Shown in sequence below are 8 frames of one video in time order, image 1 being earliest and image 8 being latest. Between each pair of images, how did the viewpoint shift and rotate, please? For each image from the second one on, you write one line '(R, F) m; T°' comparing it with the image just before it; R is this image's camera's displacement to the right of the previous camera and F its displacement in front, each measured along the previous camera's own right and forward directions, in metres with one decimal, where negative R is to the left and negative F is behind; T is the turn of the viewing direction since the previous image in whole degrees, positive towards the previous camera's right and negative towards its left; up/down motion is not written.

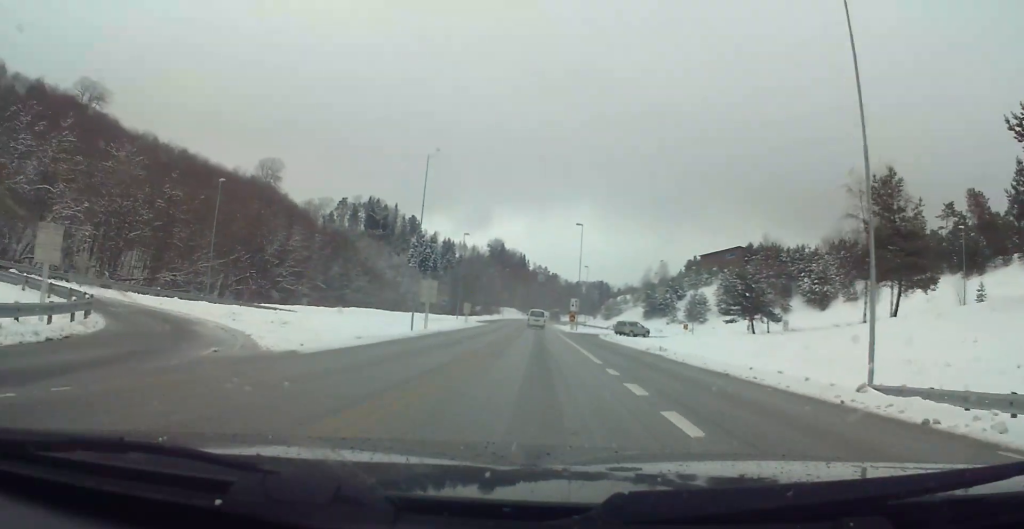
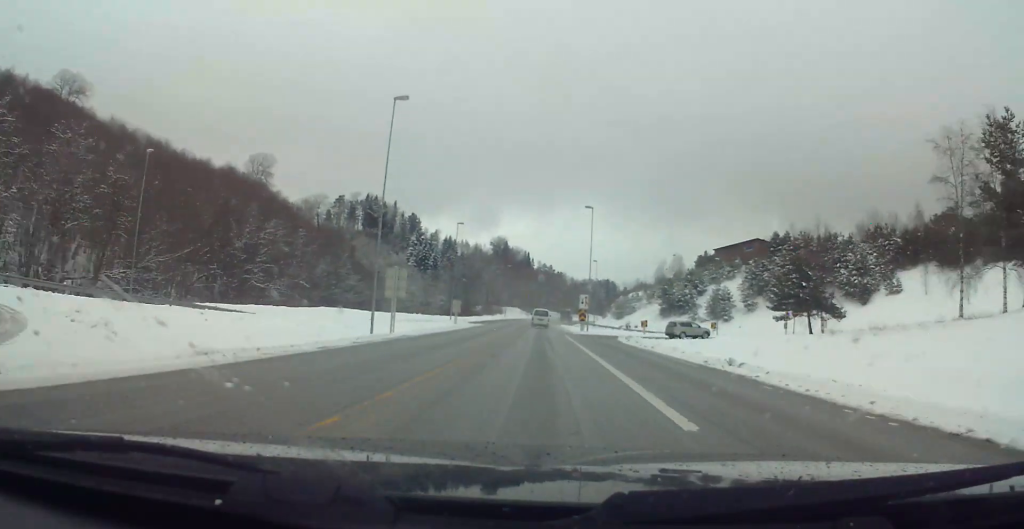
(0.0, +11.4) m; 0°
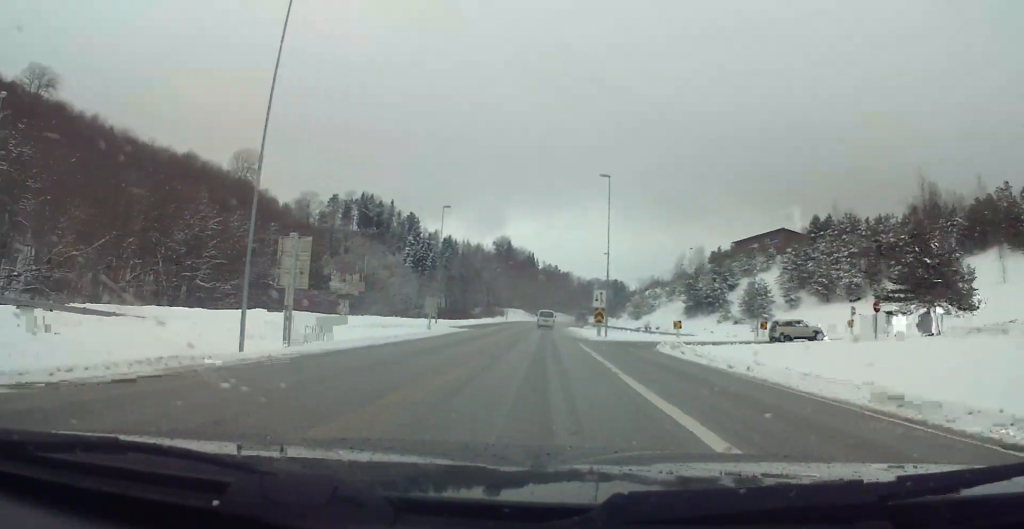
(0.0, +15.1) m; 0°
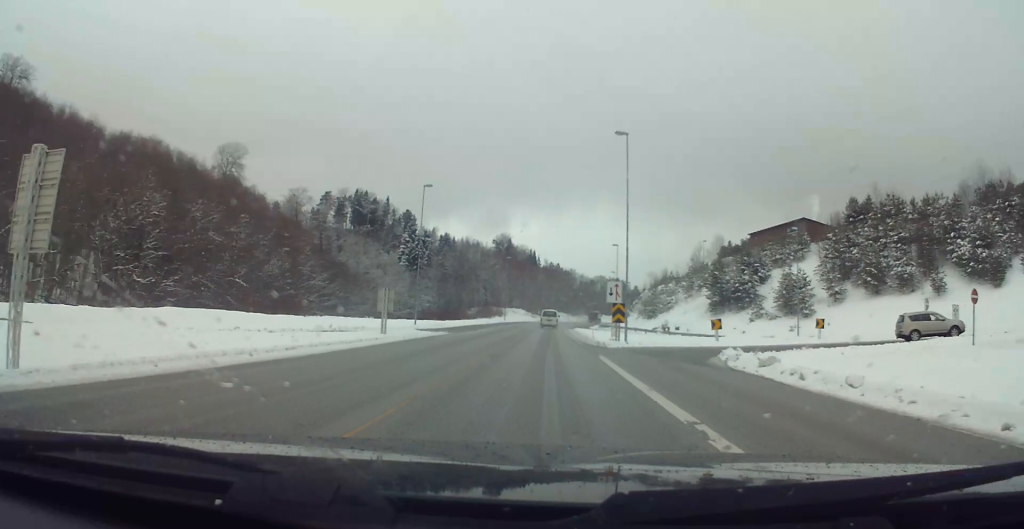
(0.0, +11.7) m; 0°
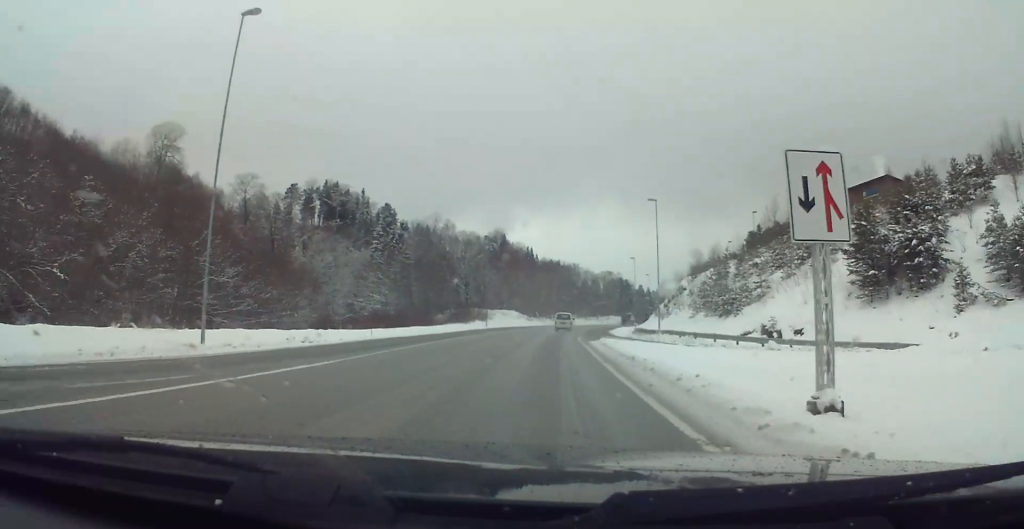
(0.0, +36.3) m; 0°
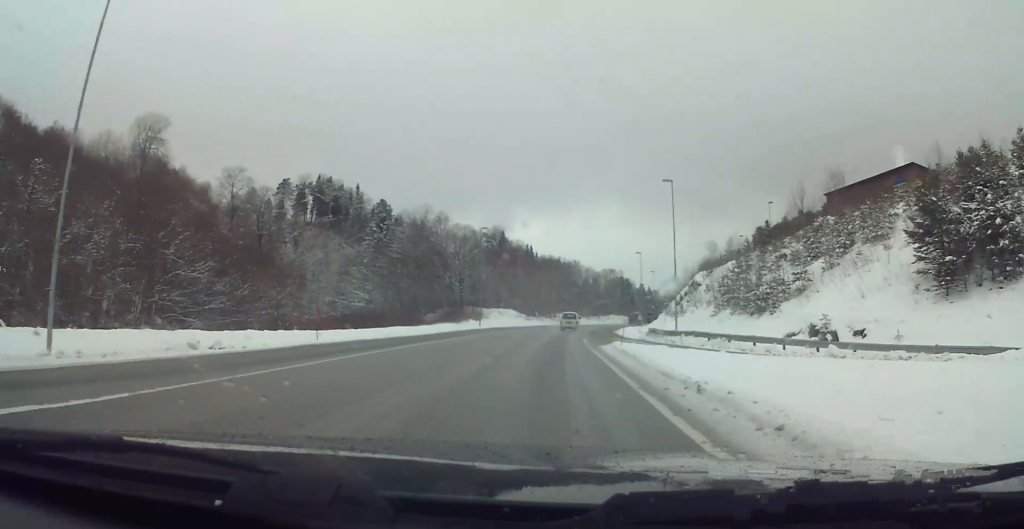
(0.0, +8.0) m; 0°
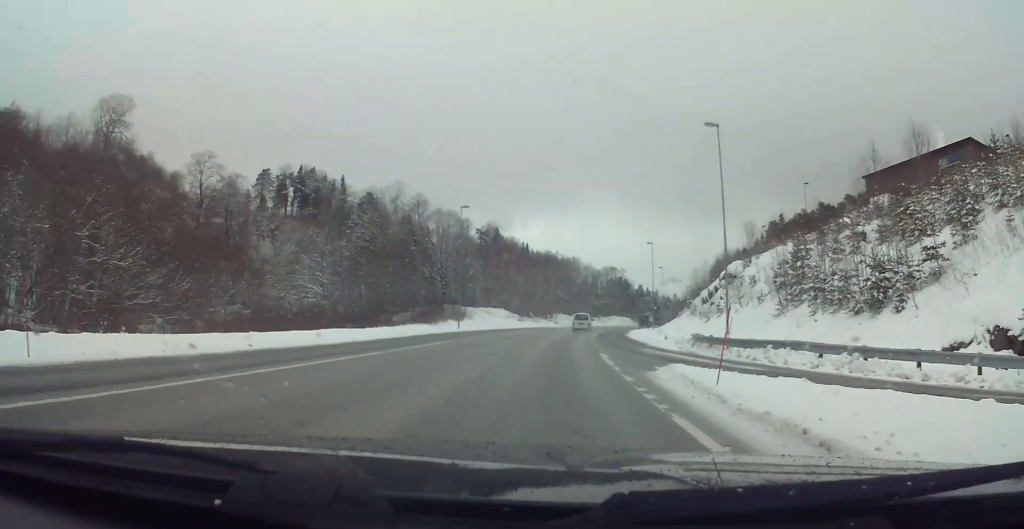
(0.0, +15.5) m; 0°
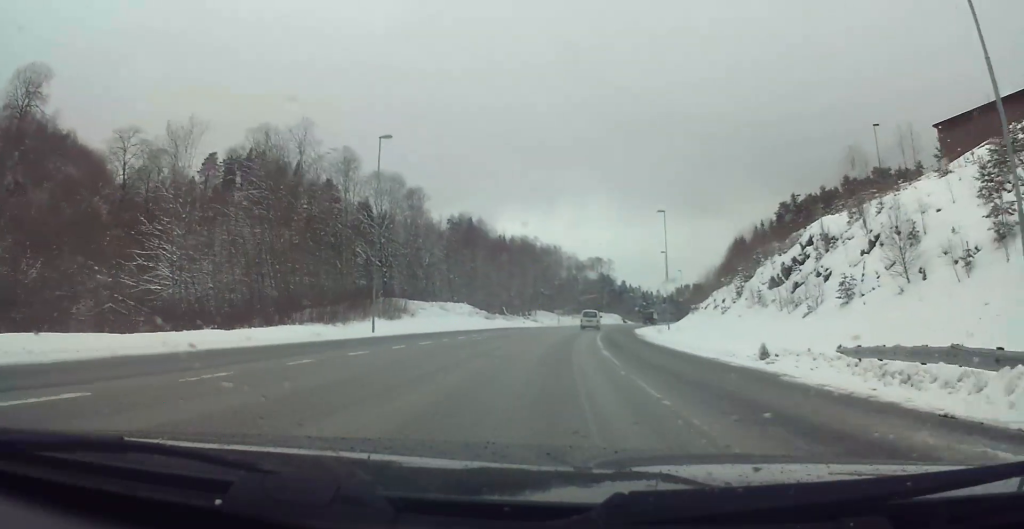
(0.0, +24.6) m; 0°
